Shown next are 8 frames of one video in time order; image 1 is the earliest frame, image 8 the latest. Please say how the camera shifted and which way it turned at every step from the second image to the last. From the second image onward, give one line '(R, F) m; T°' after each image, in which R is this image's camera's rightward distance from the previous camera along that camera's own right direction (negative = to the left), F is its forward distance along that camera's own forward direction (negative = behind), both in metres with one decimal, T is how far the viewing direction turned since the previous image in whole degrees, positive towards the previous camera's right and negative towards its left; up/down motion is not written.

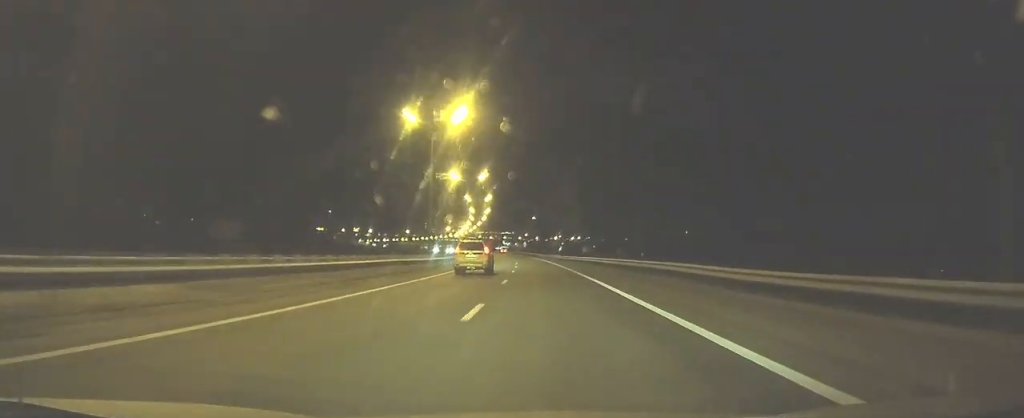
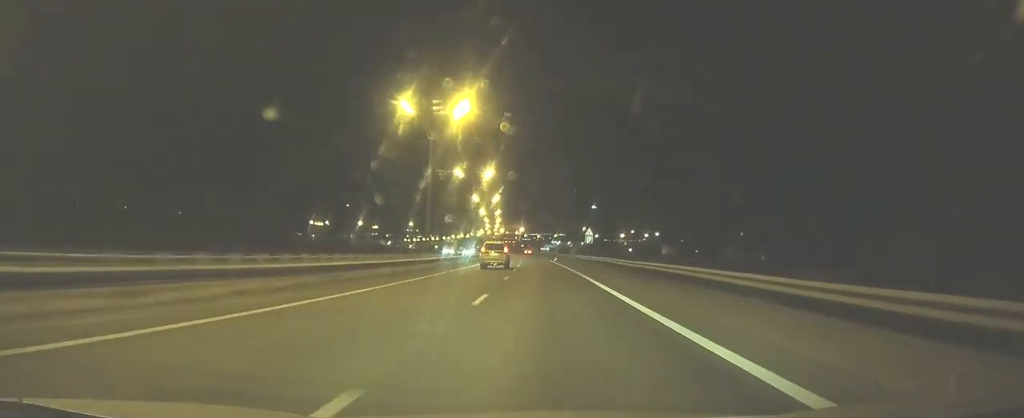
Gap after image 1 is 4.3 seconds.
(-4.3, +116.4) m; -5°
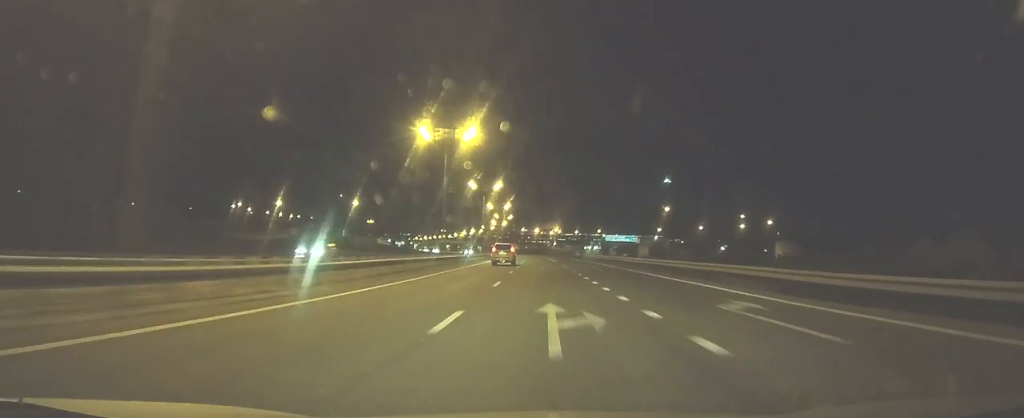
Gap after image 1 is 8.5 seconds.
(-4.9, +111.8) m; -4°
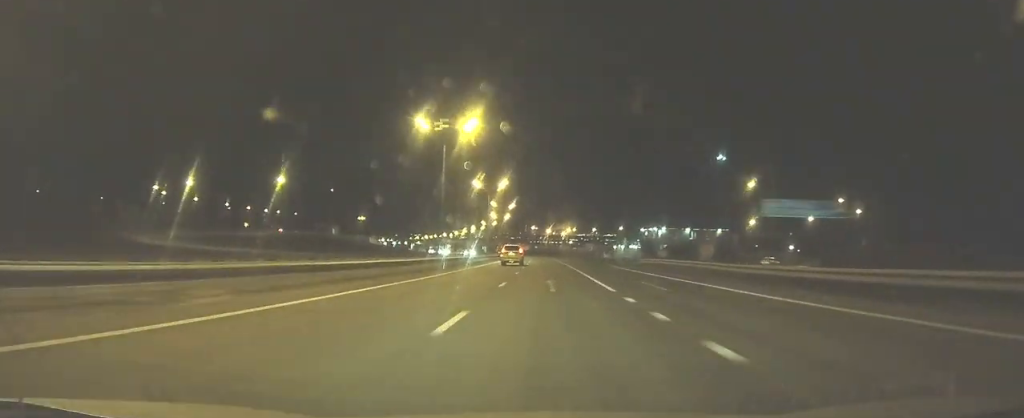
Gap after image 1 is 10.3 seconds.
(-0.5, +47.4) m; -1°
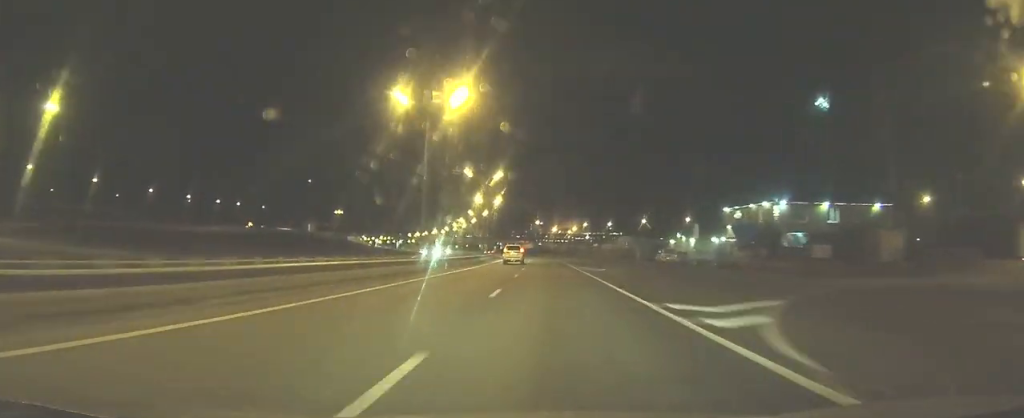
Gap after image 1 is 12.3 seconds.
(-0.5, +52.1) m; -1°
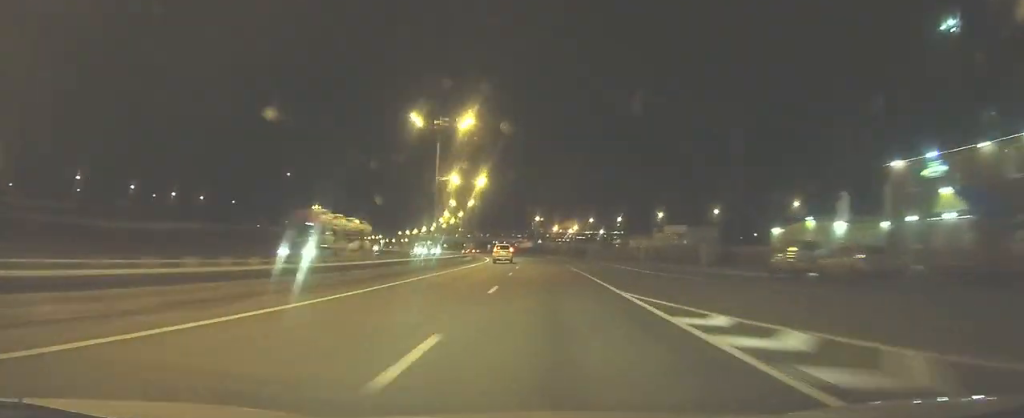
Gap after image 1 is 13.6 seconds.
(-0.3, +33.3) m; -1°
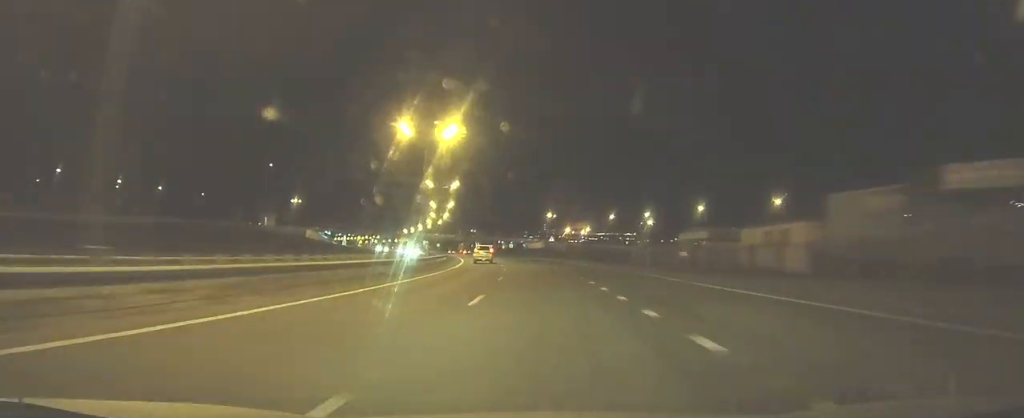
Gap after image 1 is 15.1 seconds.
(+0.1, +38.1) m; -2°
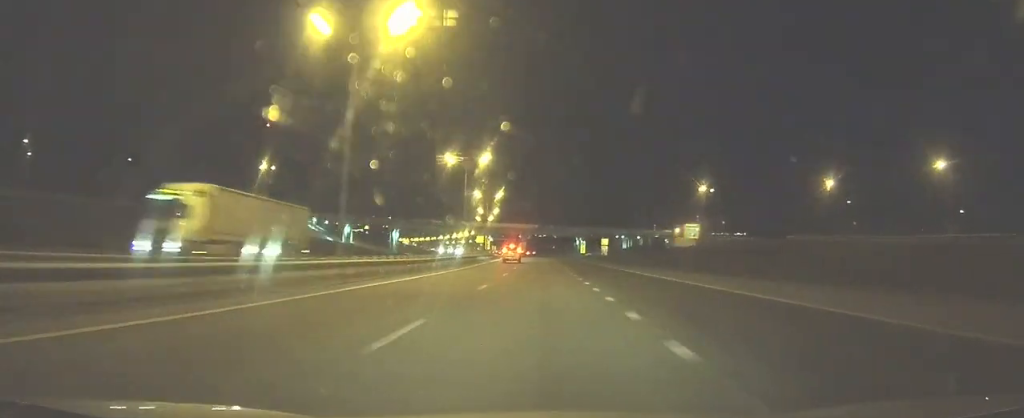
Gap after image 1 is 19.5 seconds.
(-7.8, +109.2) m; -8°
